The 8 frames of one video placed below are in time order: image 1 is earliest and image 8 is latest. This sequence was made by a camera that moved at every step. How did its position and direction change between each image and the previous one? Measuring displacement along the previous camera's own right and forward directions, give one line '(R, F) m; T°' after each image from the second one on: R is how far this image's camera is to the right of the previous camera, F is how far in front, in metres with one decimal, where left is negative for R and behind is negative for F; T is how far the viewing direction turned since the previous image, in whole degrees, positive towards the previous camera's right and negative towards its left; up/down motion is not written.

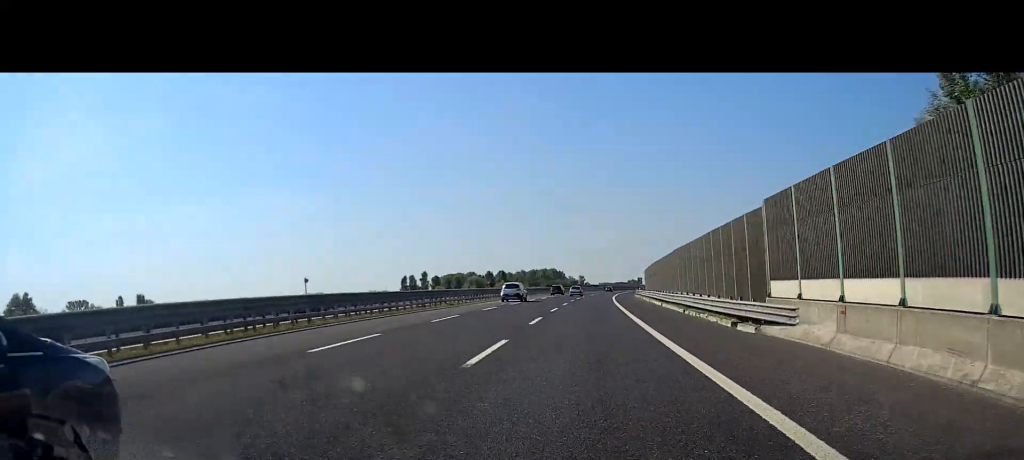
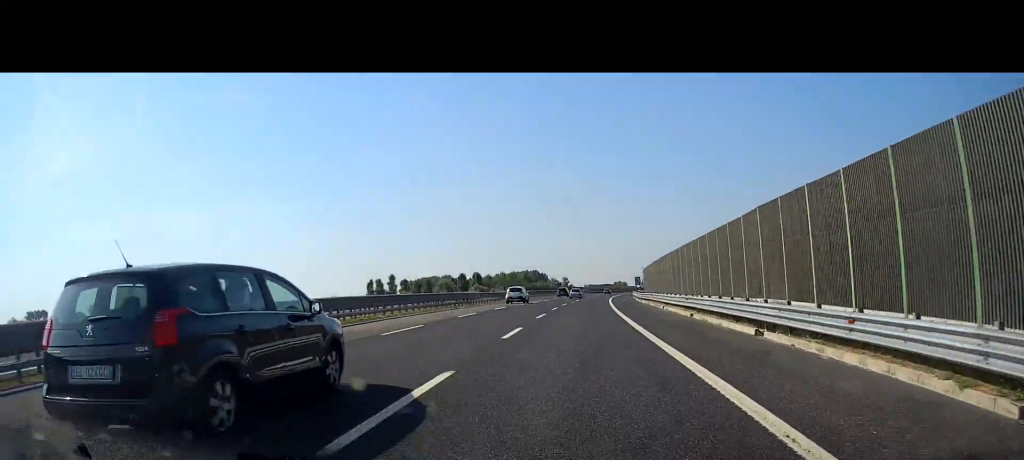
(+0.3, +27.9) m; +1°
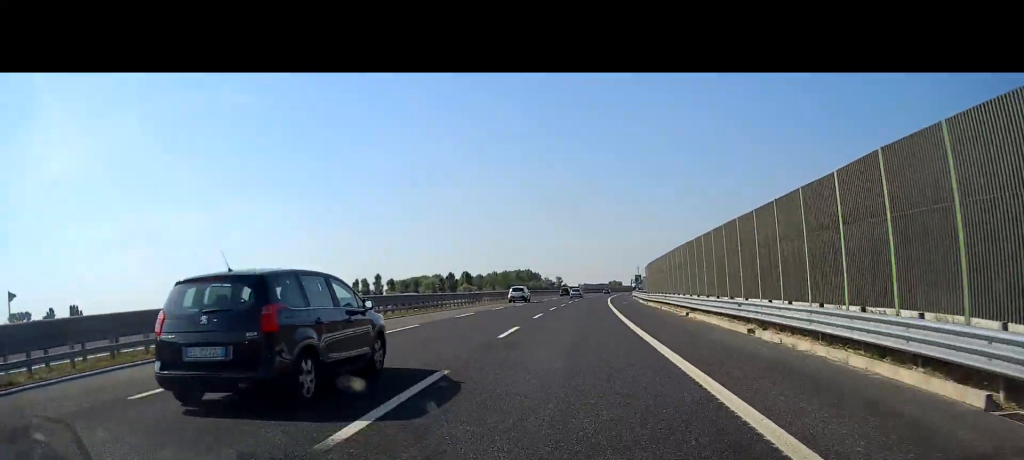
(+0.1, +11.4) m; 0°
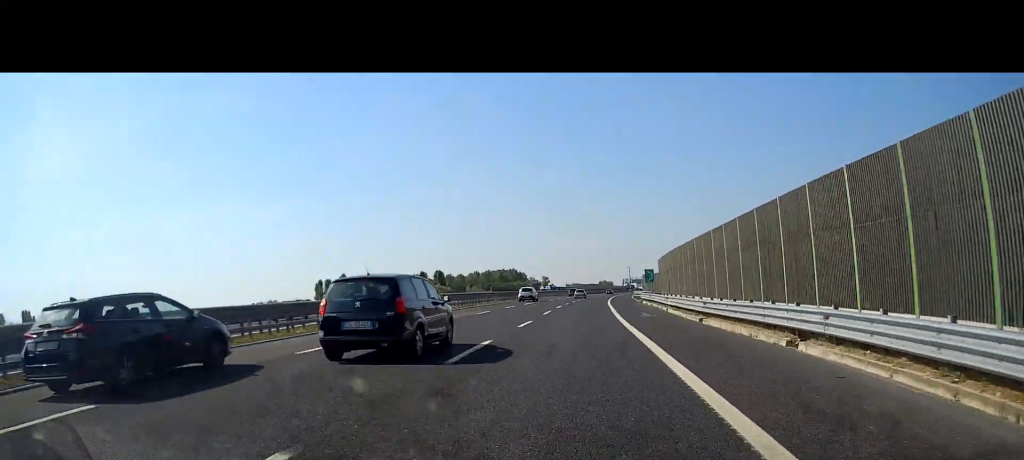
(0.0, +28.0) m; +1°
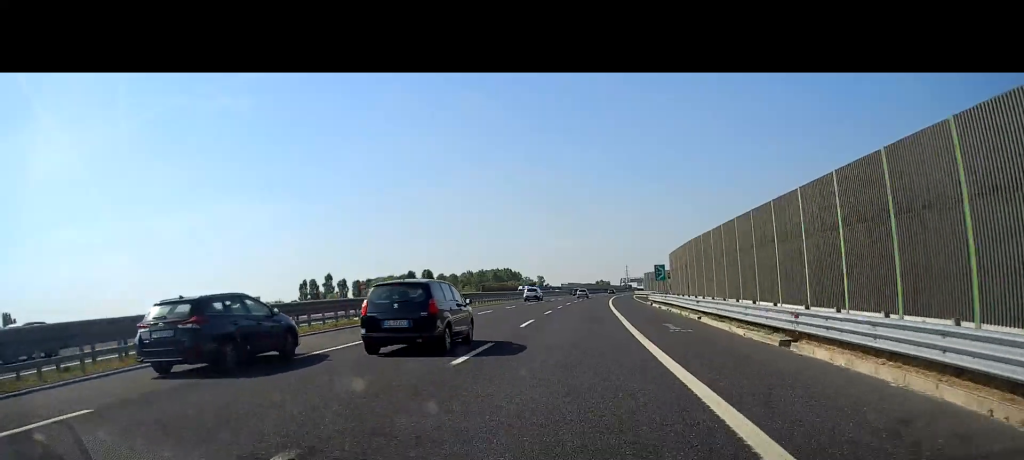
(+0.1, +11.4) m; 0°
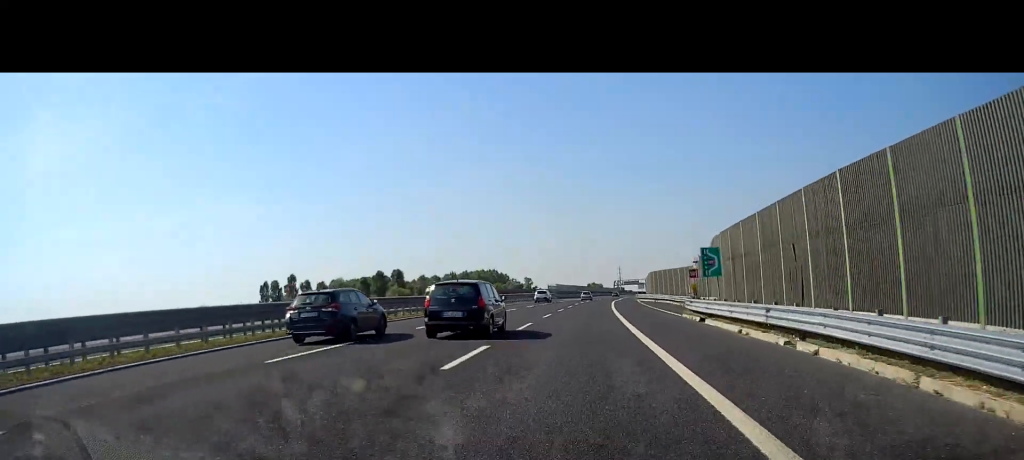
(+0.2, +23.6) m; +1°
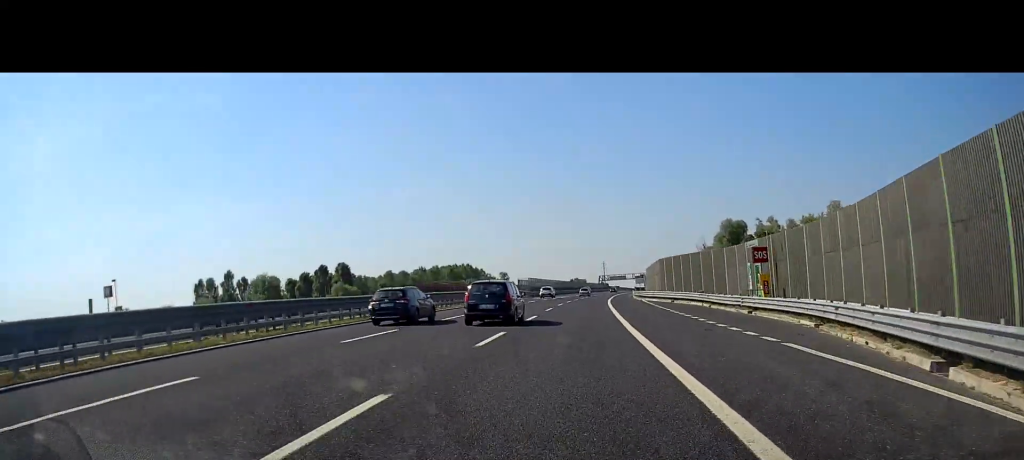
(+0.3, +29.8) m; +1°
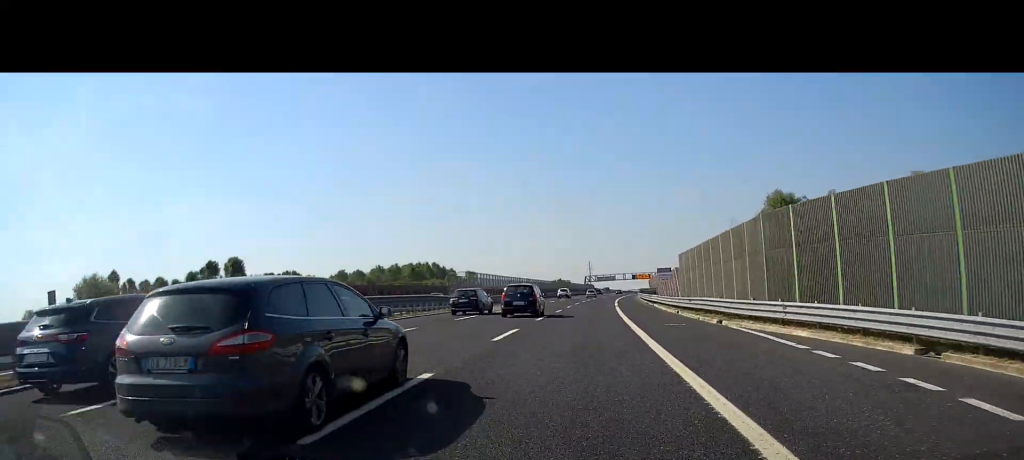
(+0.9, +43.5) m; +2°
